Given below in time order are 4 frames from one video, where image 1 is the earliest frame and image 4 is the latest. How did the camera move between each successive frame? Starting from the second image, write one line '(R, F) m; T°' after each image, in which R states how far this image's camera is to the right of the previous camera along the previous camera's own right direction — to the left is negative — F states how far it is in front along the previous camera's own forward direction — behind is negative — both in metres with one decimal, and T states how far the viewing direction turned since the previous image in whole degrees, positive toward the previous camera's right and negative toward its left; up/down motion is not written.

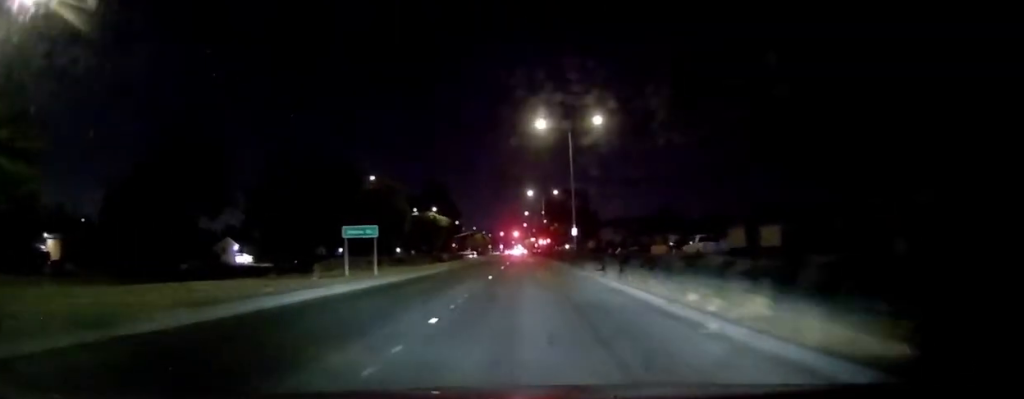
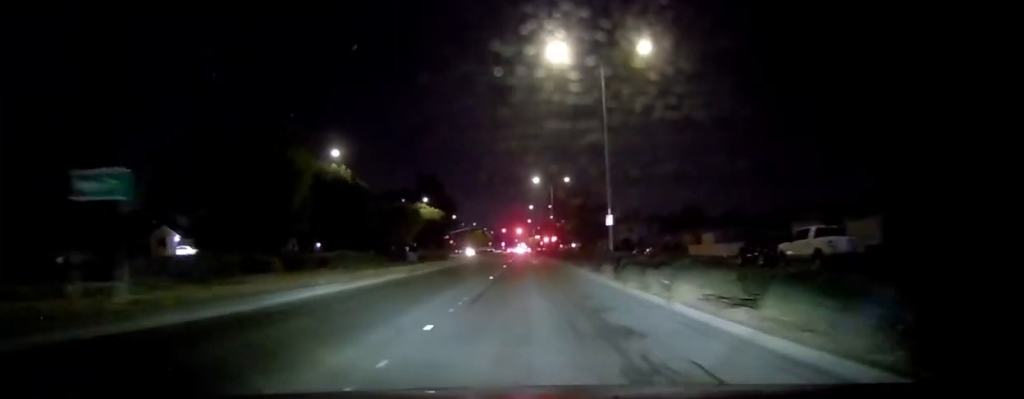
(-0.4, +16.7) m; -1°
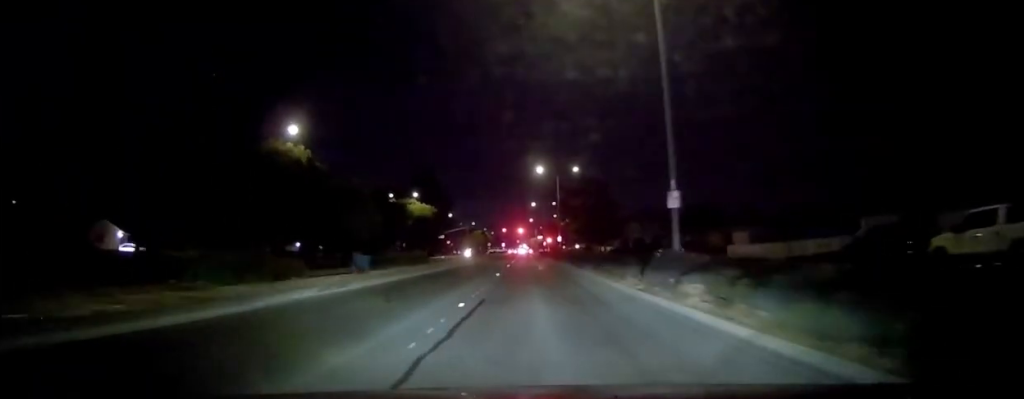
(0.0, +11.3) m; +1°
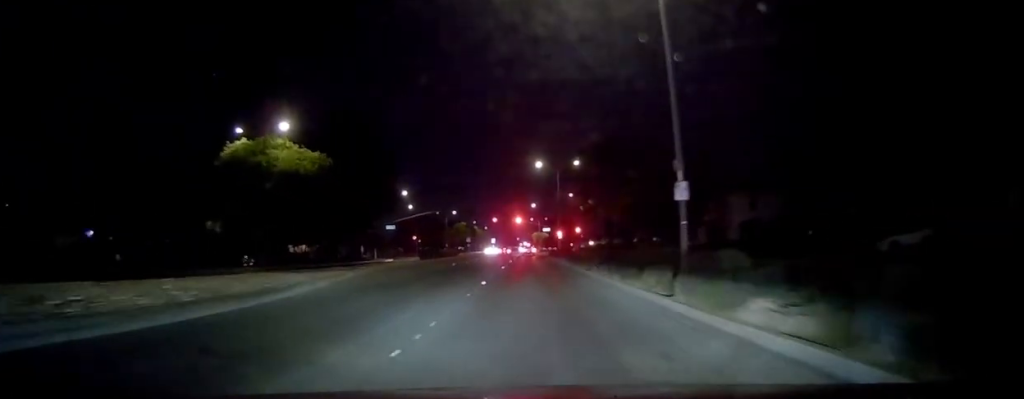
(0.0, +55.0) m; -2°
